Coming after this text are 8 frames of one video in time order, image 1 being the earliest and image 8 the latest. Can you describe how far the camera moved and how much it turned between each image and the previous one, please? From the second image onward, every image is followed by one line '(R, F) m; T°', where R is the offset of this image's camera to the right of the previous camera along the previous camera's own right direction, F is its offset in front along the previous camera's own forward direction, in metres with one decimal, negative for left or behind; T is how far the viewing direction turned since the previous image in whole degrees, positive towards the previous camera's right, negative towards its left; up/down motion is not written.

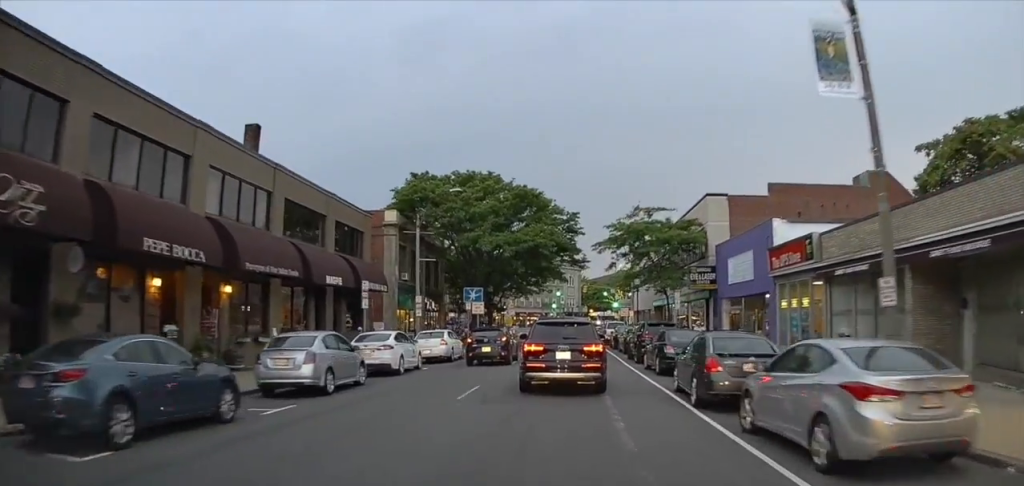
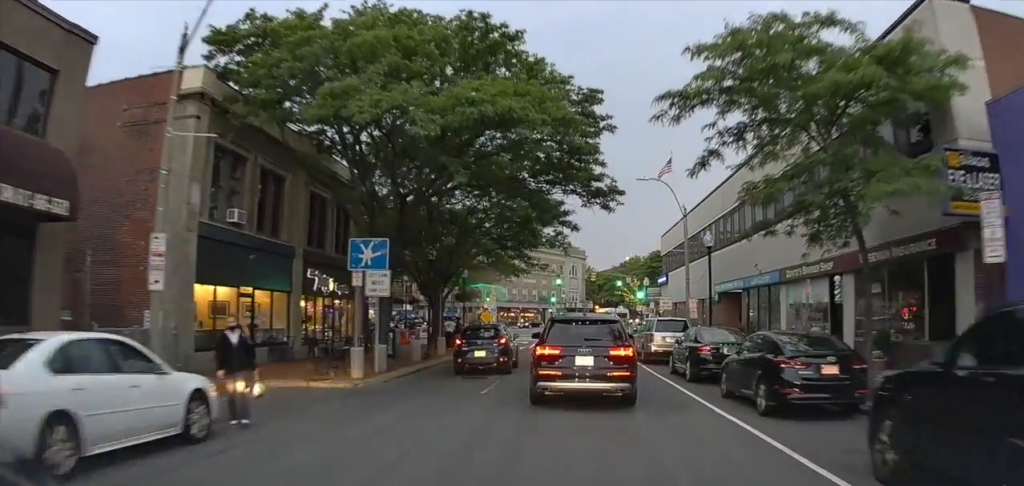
(+0.9, +24.1) m; +4°
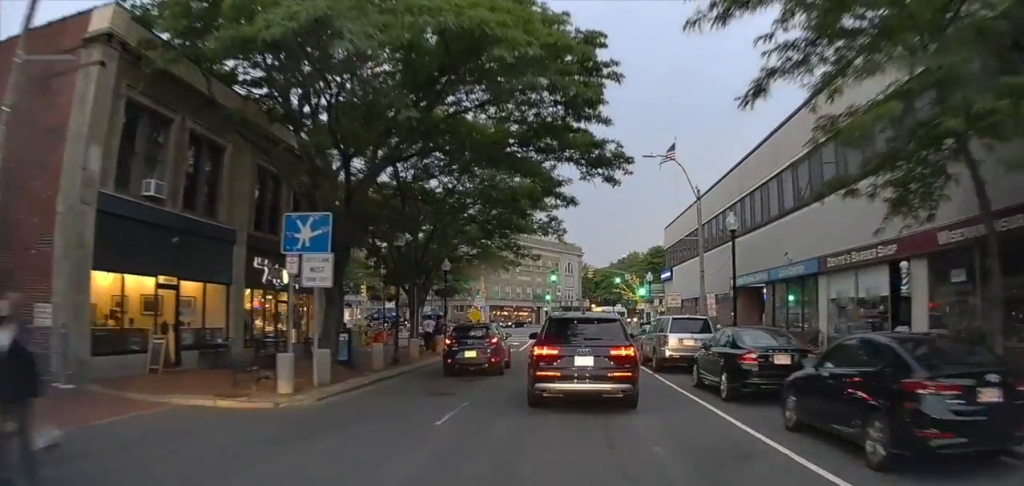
(0.0, +4.5) m; -1°
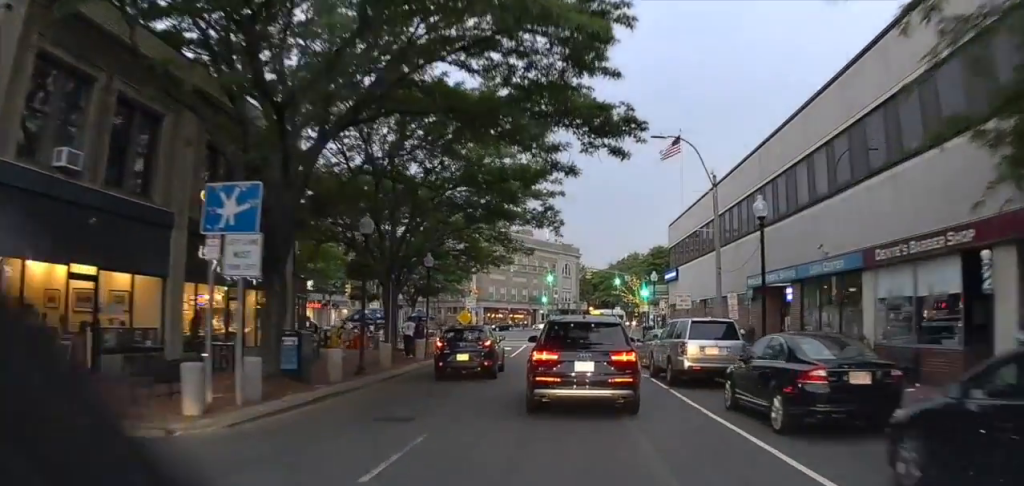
(0.0, +3.6) m; -1°
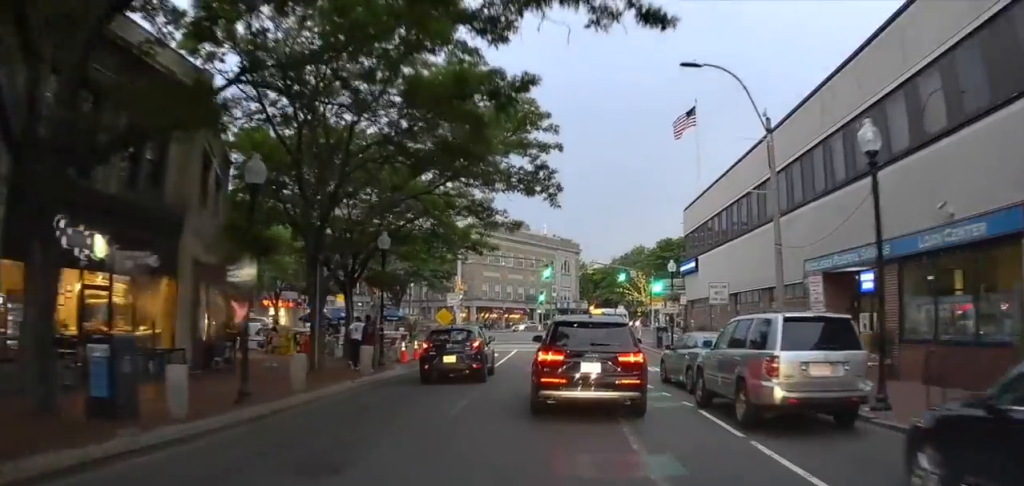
(-0.2, +7.3) m; 0°
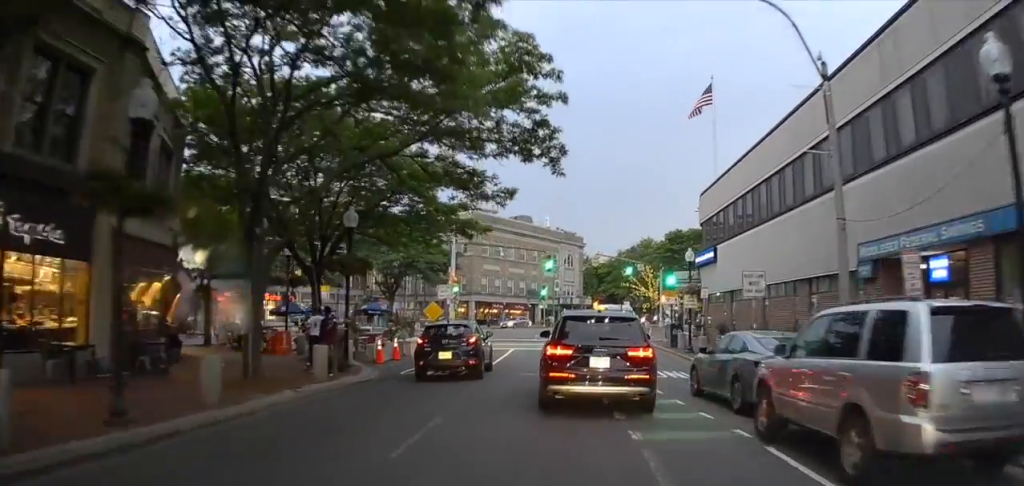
(+0.1, +4.0) m; -1°
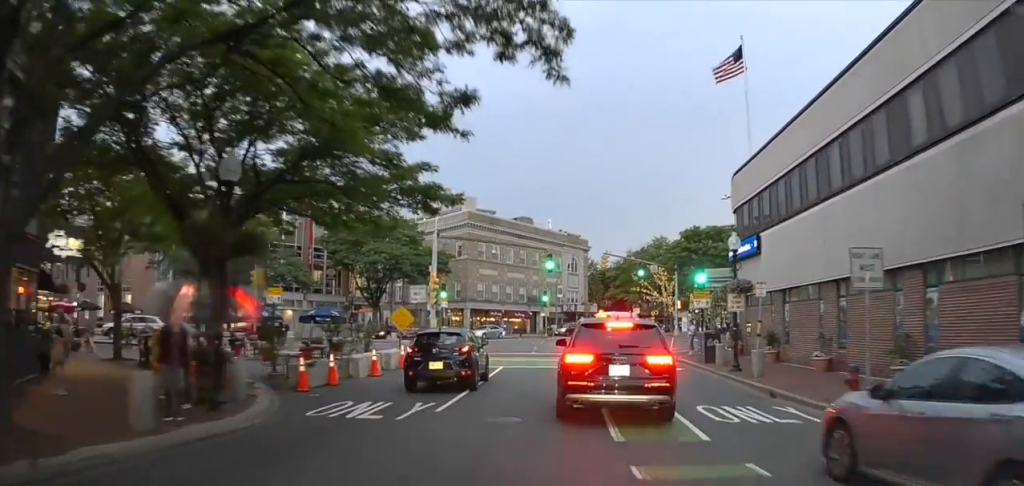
(-0.1, +7.5) m; -1°
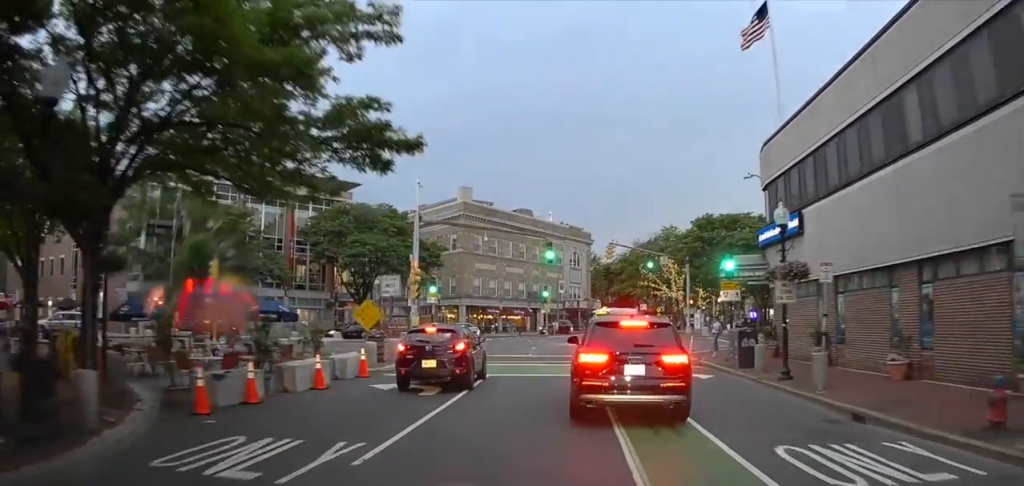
(-0.2, +5.0) m; -1°
